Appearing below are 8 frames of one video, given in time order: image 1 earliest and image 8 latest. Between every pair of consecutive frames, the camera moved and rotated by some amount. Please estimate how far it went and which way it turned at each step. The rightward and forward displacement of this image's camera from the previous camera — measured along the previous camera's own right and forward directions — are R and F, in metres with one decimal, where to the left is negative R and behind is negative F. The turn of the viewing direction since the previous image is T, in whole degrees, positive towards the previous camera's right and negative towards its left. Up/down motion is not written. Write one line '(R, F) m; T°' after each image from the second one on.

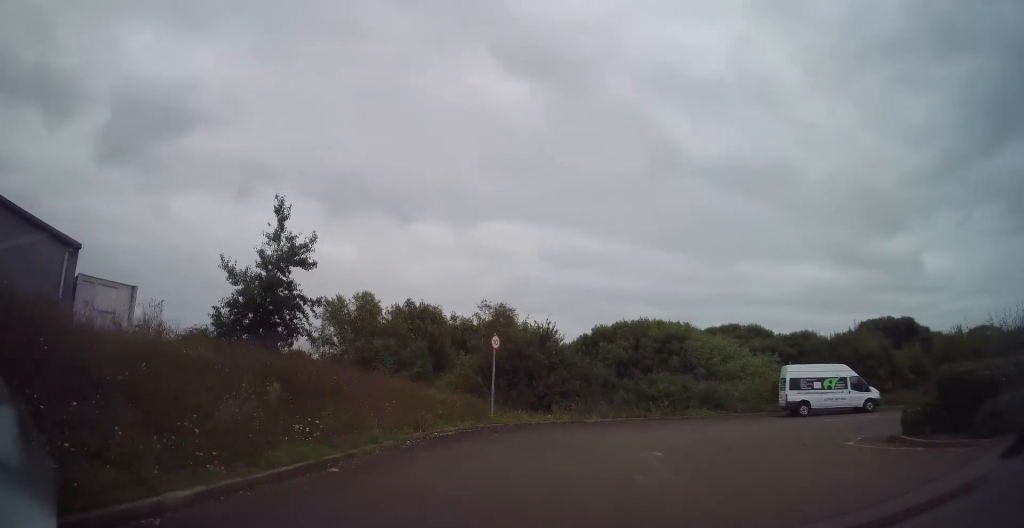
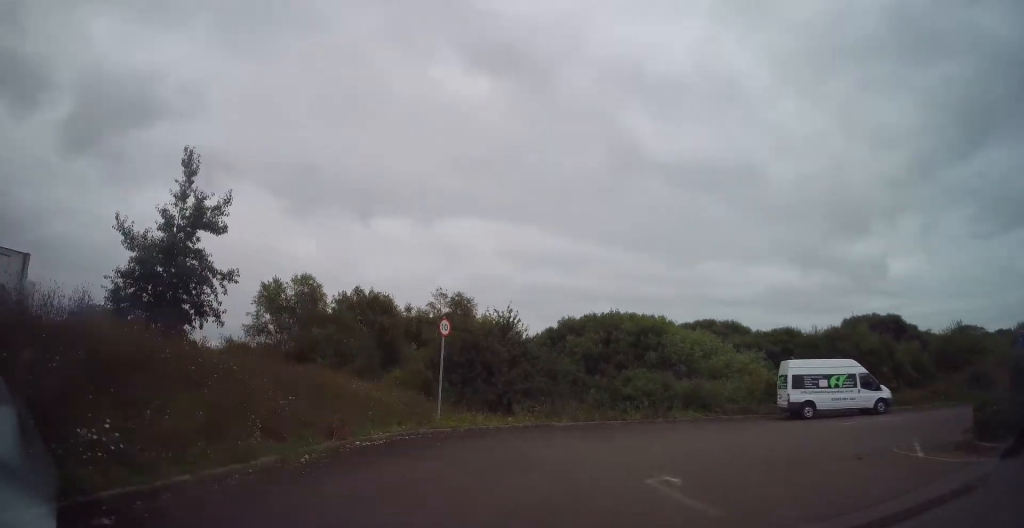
(+0.3, +4.2) m; +7°
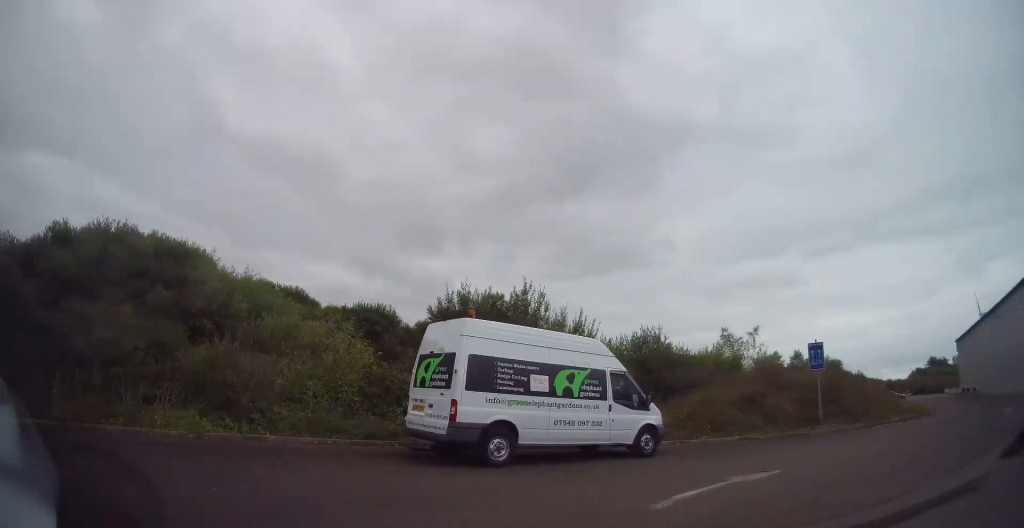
(+5.9, +13.9) m; +64°
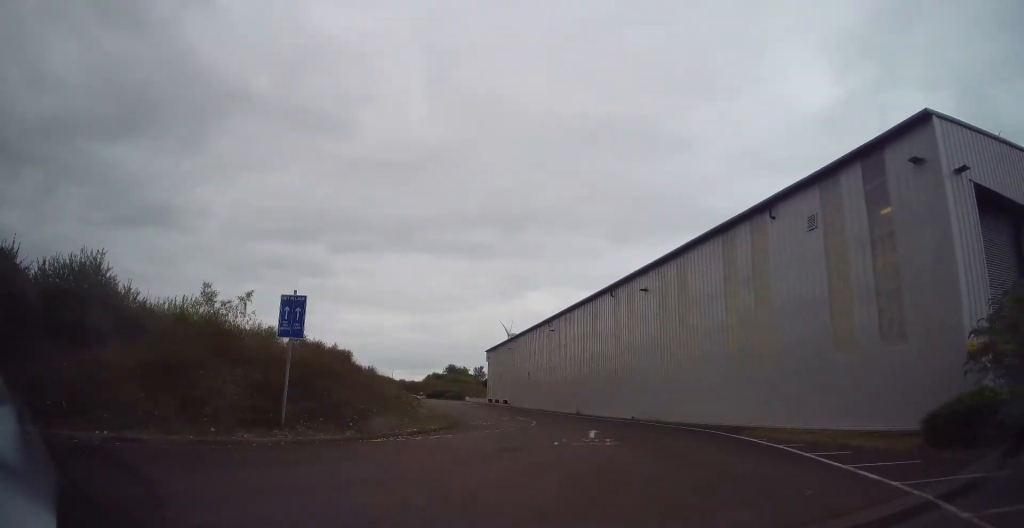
(+3.8, +8.8) m; +27°
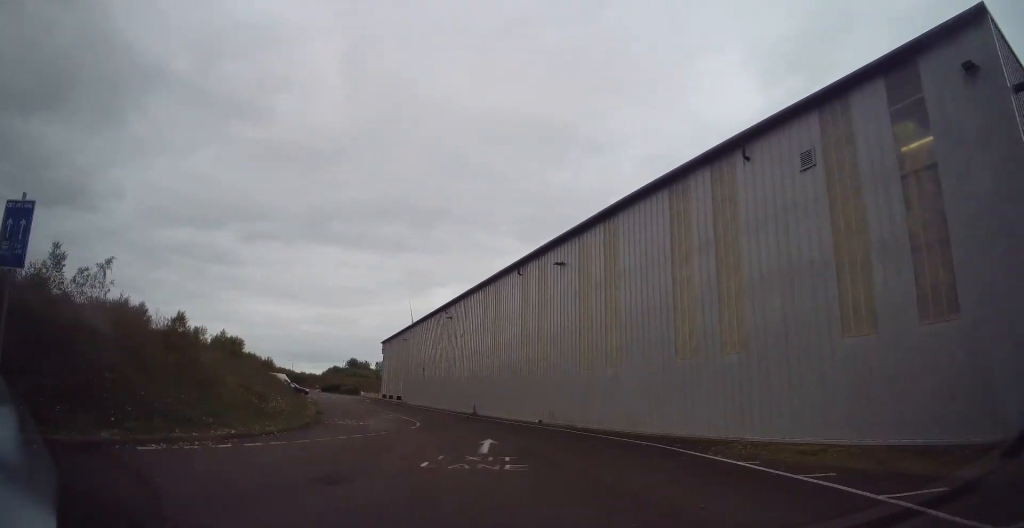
(+0.2, +5.5) m; +4°
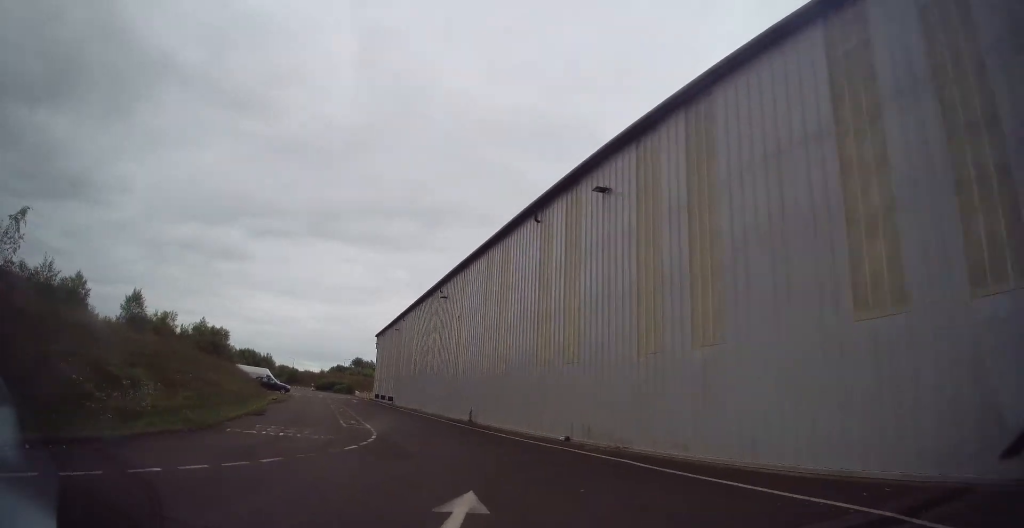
(+0.2, +7.9) m; -5°
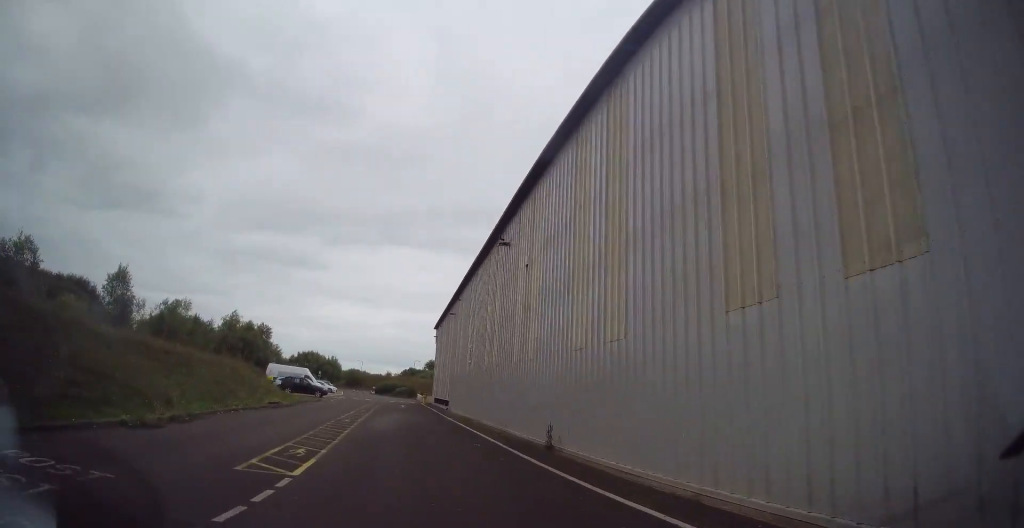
(-1.1, +10.8) m; -9°
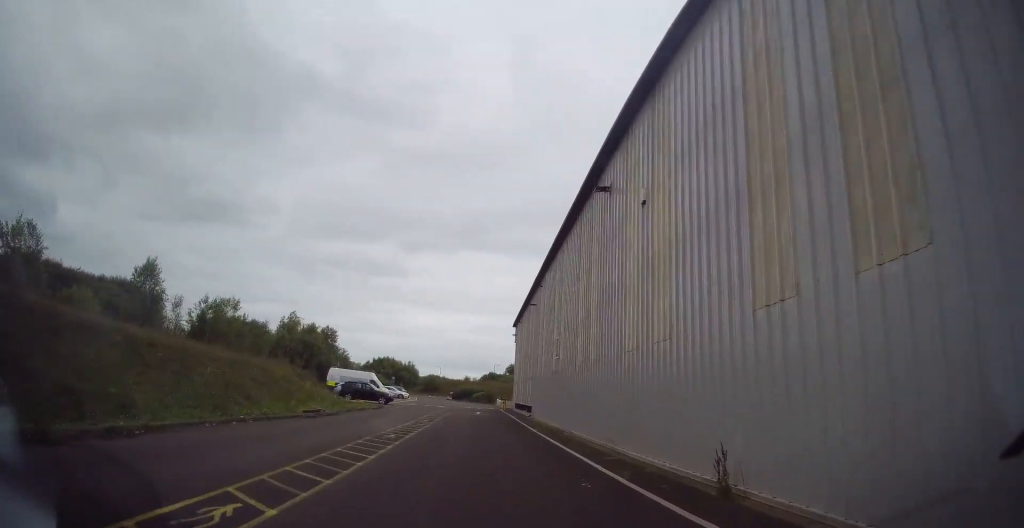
(-0.2, +5.4) m; -3°
